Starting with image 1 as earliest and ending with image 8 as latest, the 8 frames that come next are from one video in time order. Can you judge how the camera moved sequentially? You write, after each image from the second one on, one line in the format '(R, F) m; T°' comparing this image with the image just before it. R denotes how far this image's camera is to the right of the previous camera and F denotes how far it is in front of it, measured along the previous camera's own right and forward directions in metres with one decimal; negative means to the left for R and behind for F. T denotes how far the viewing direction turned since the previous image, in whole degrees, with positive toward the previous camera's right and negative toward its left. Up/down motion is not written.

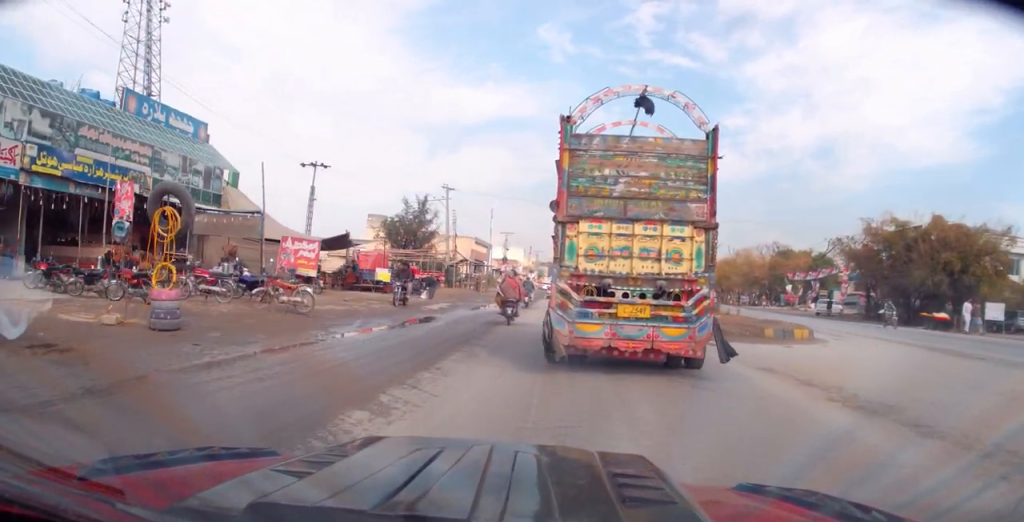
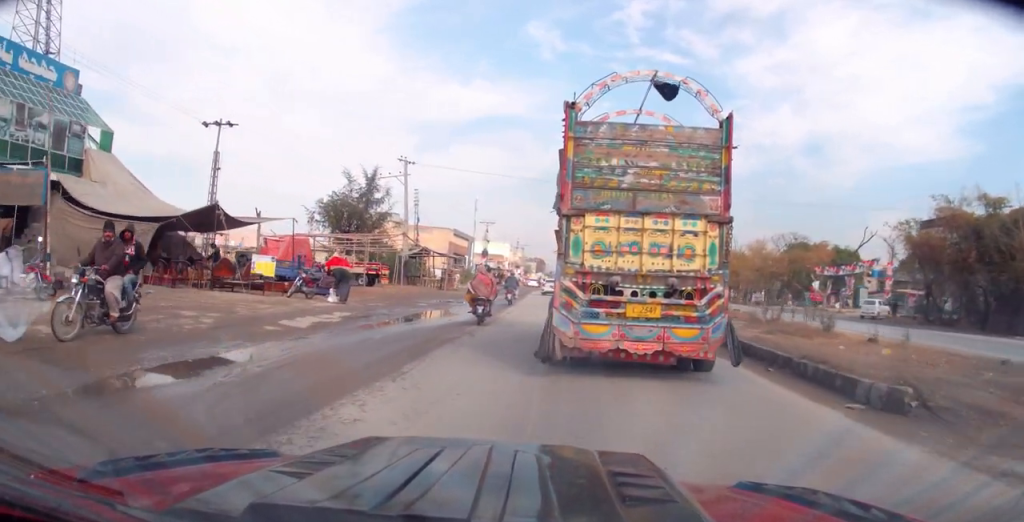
(0.0, +11.4) m; +2°
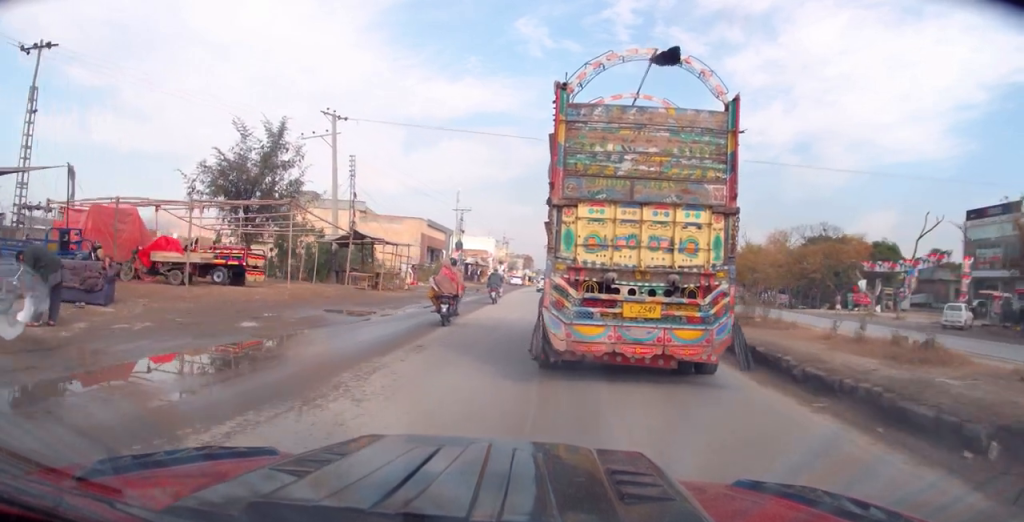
(+0.7, +12.8) m; +2°
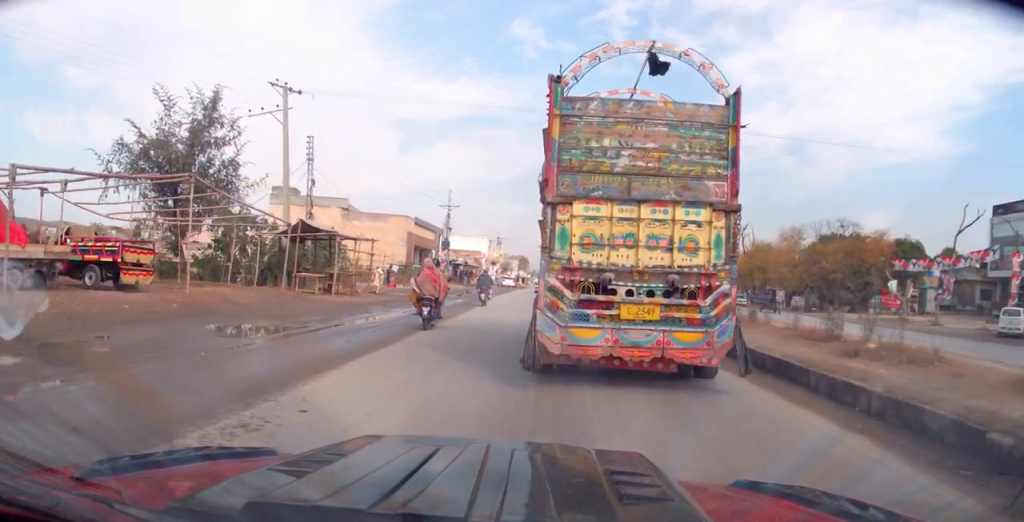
(-0.2, +5.7) m; -3°
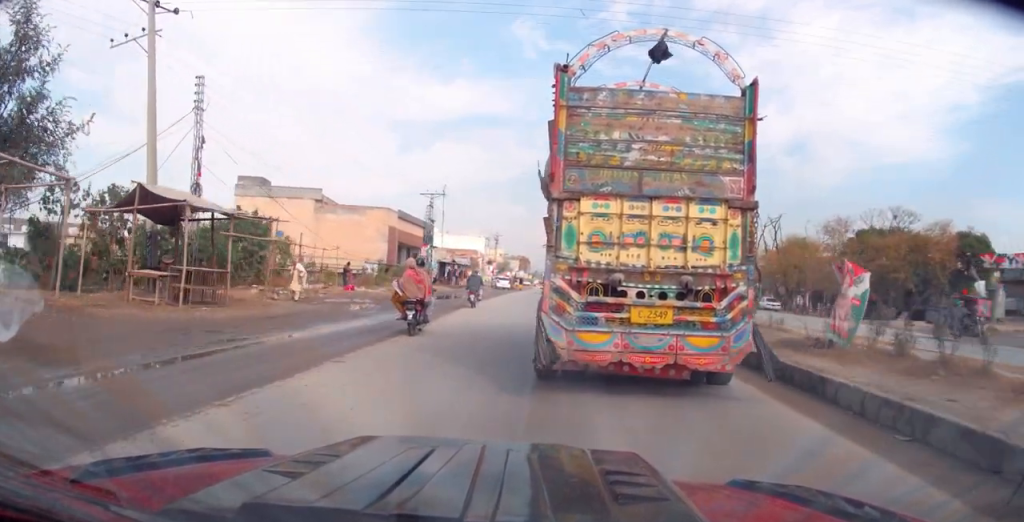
(-0.2, +11.0) m; +2°
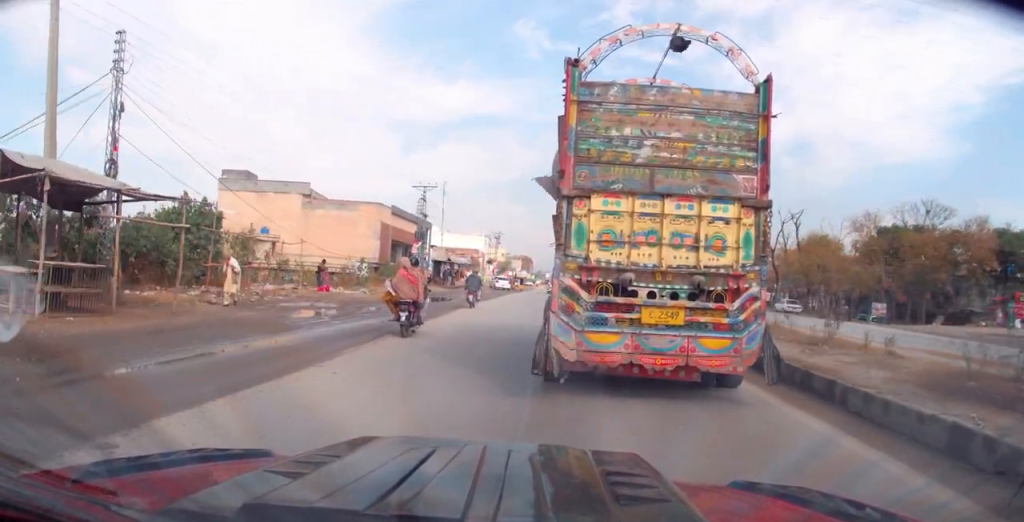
(+0.4, +5.0) m; +1°
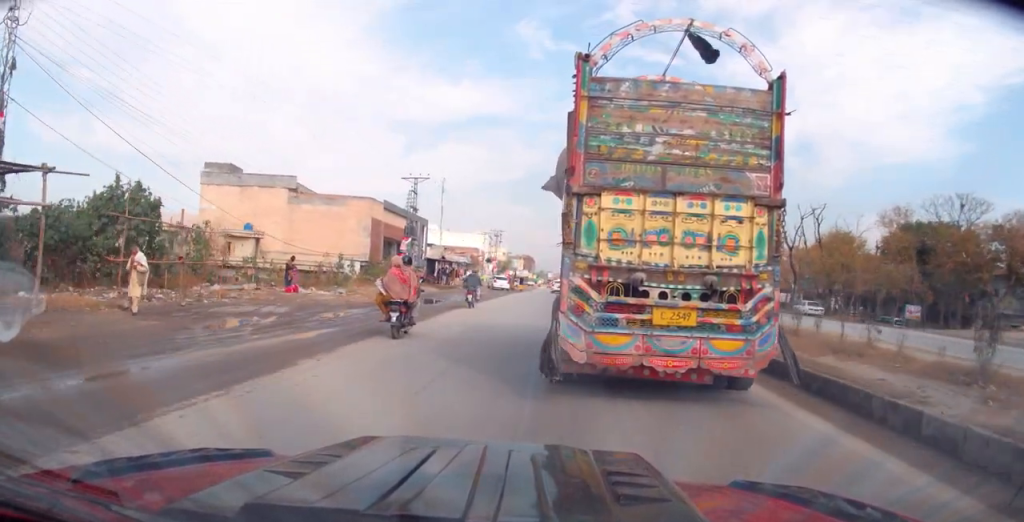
(+0.1, +4.7) m; 0°
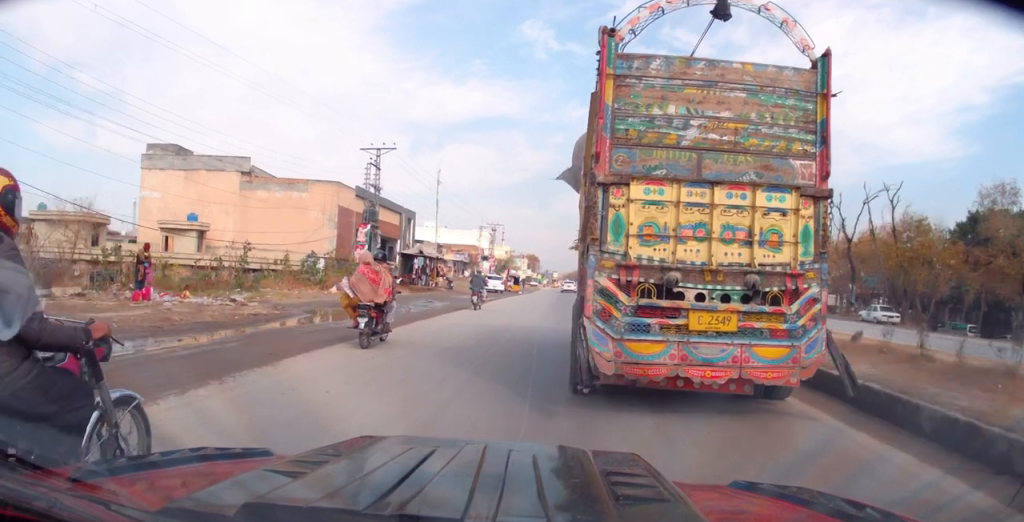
(-0.3, +11.8) m; -2°
